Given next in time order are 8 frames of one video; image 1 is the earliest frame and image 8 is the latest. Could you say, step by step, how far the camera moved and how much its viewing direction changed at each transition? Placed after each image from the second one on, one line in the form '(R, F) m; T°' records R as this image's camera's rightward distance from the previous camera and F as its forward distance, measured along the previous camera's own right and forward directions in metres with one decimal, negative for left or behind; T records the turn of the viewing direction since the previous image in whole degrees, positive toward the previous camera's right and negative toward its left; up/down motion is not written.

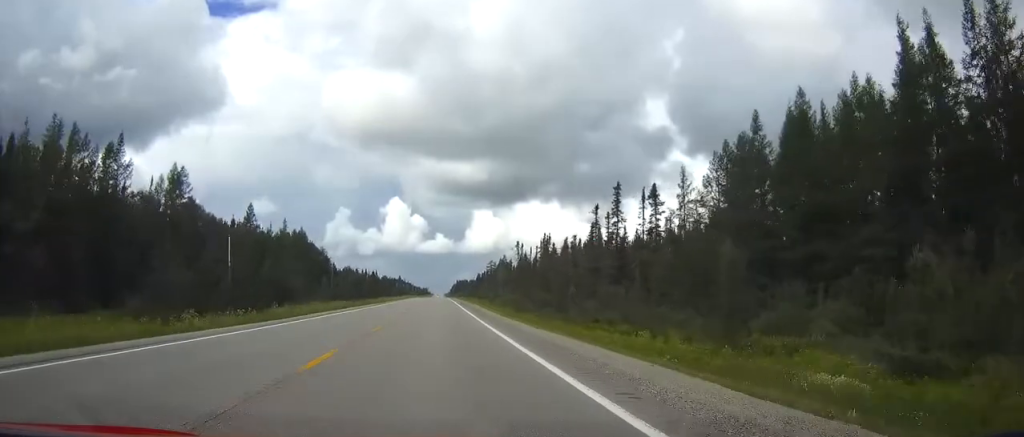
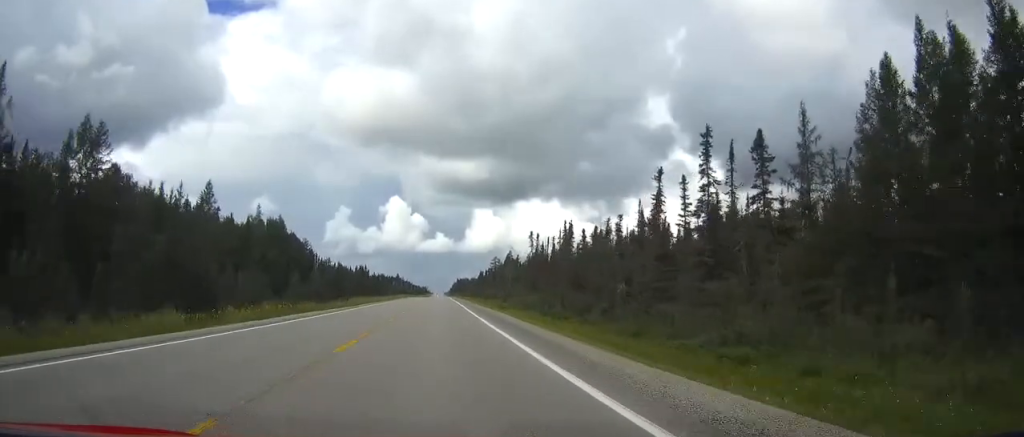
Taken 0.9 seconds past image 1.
(0.0, +26.1) m; 0°
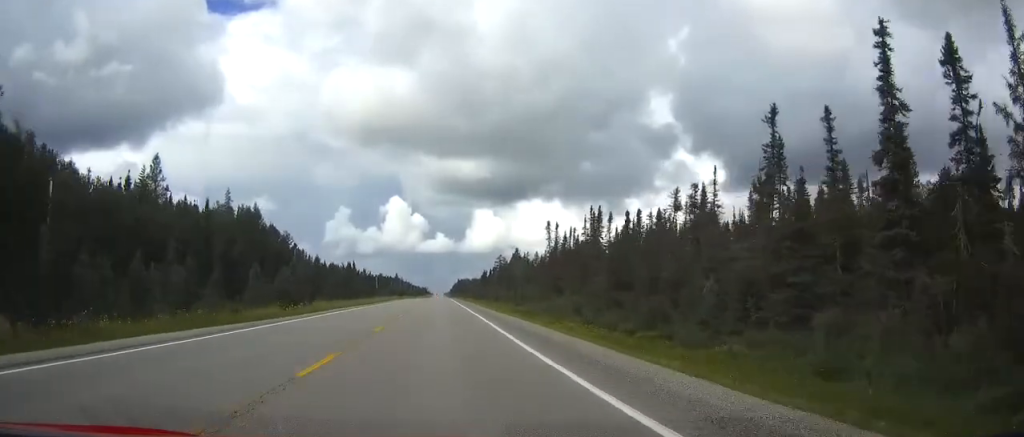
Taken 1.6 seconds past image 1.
(0.0, +23.1) m; 0°
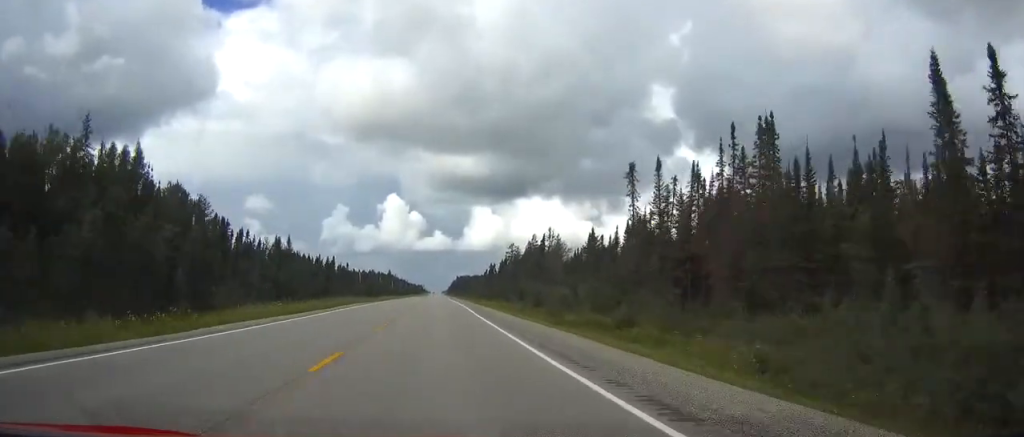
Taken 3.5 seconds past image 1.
(-0.2, +57.0) m; 0°
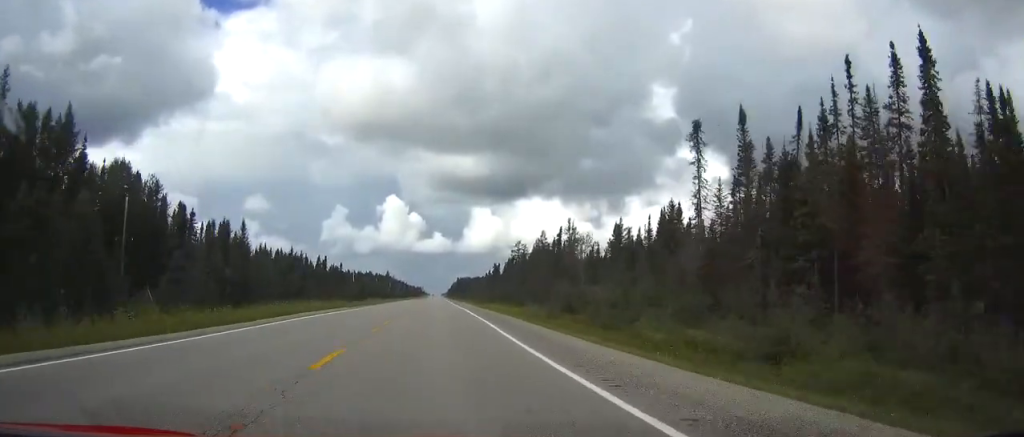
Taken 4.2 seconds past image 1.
(+0.2, +18.9) m; 0°
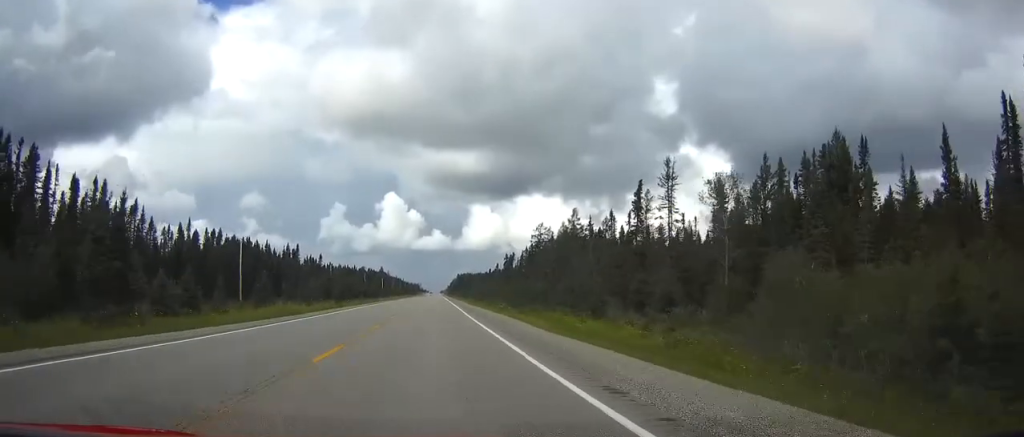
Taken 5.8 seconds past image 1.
(0.0, +47.7) m; 0°
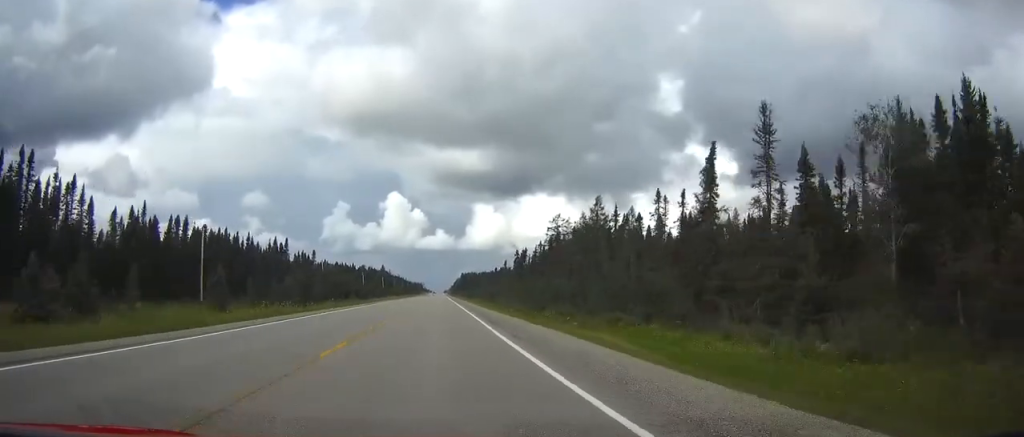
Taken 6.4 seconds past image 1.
(-0.1, +18.9) m; 0°
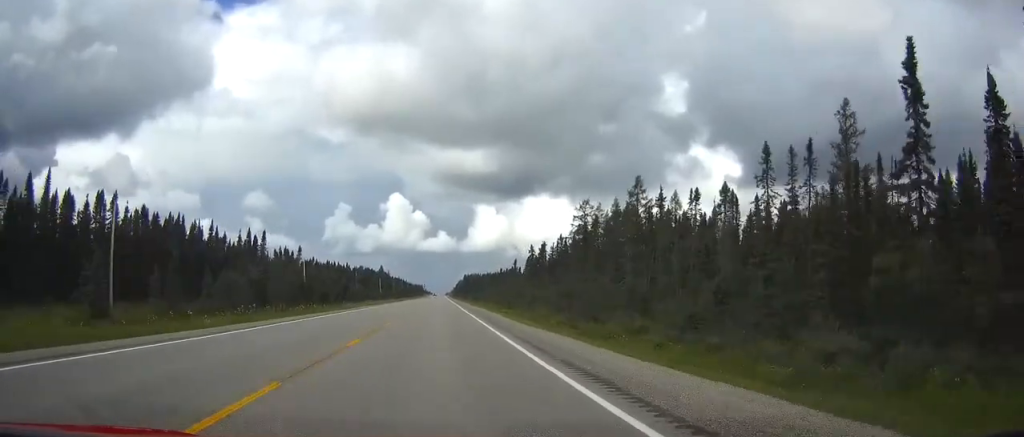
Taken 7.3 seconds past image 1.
(0.0, +25.8) m; -1°
